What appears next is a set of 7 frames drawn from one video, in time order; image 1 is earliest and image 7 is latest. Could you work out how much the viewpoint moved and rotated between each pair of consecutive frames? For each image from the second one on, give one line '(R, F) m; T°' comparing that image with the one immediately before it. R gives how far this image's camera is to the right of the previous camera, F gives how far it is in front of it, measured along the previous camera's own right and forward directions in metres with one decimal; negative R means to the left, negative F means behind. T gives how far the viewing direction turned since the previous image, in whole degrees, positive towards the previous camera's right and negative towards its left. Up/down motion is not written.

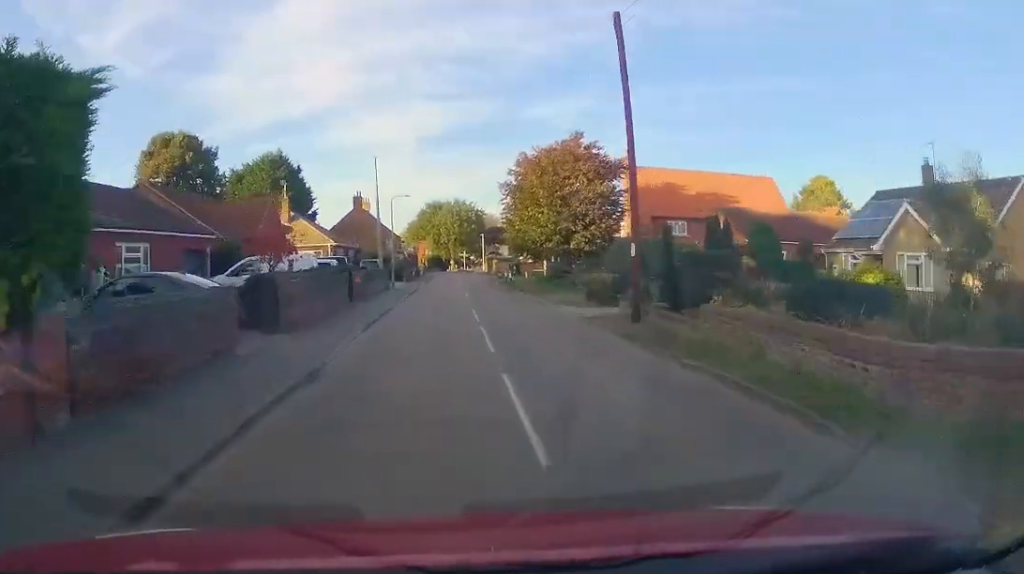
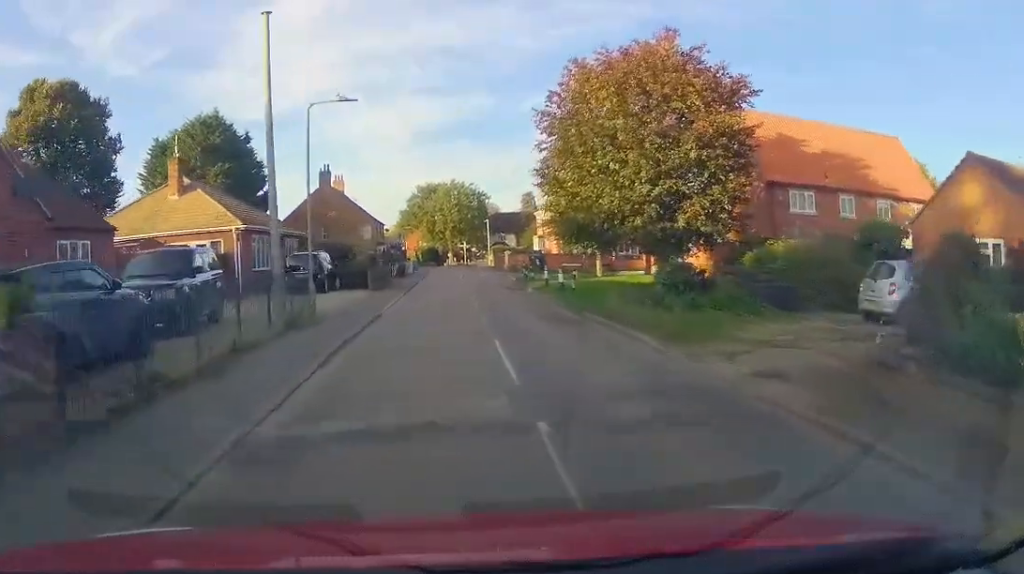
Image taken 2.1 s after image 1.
(+0.4, +20.4) m; +1°
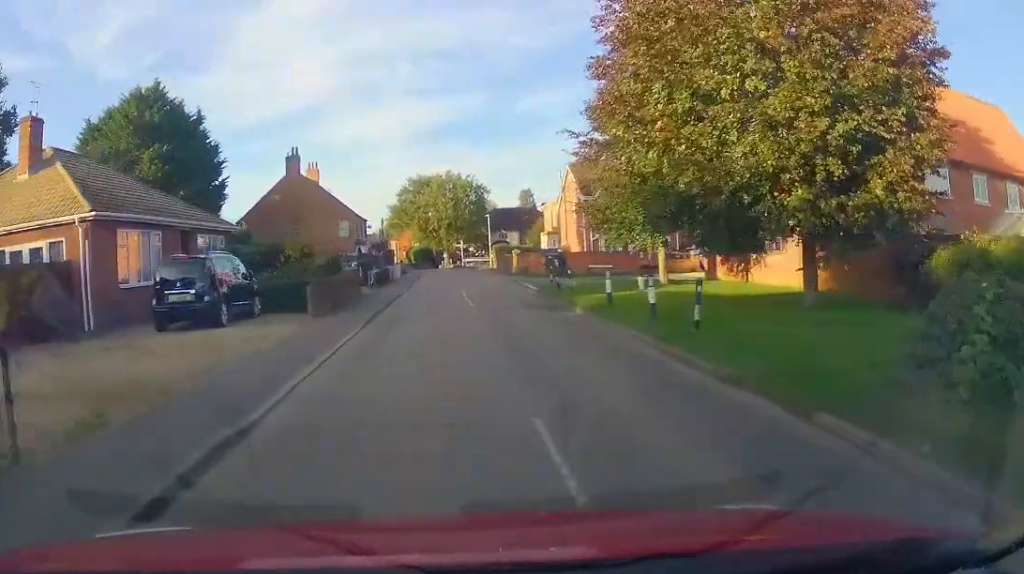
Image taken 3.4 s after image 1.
(0.0, +12.1) m; 0°
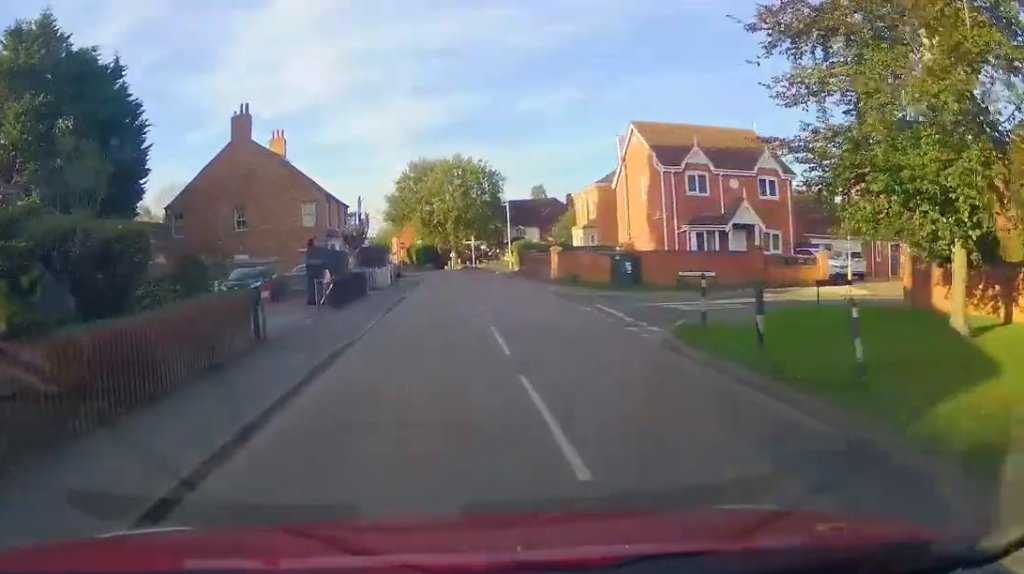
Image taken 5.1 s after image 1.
(-0.1, +16.1) m; 0°
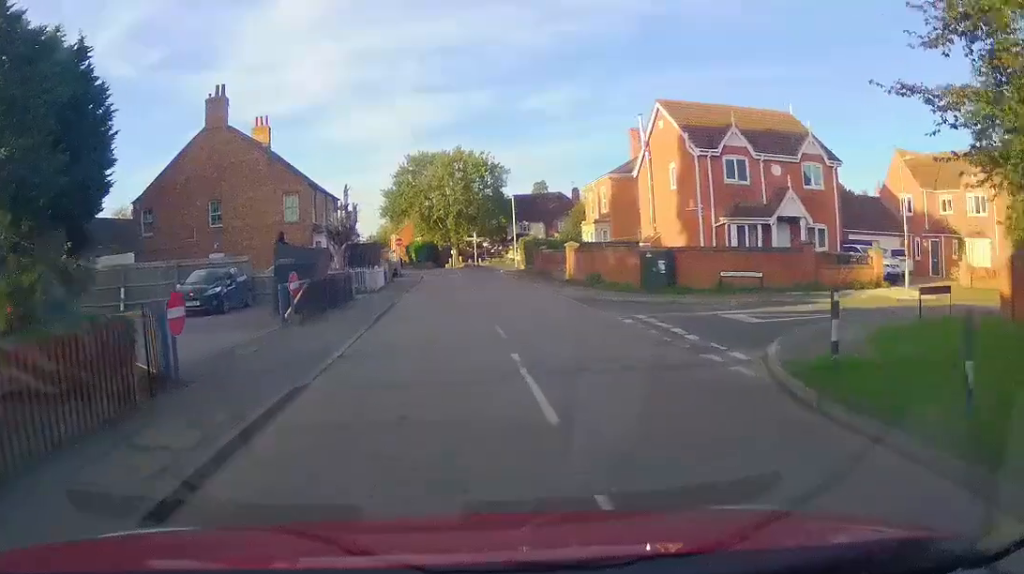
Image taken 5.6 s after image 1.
(0.0, +4.6) m; 0°
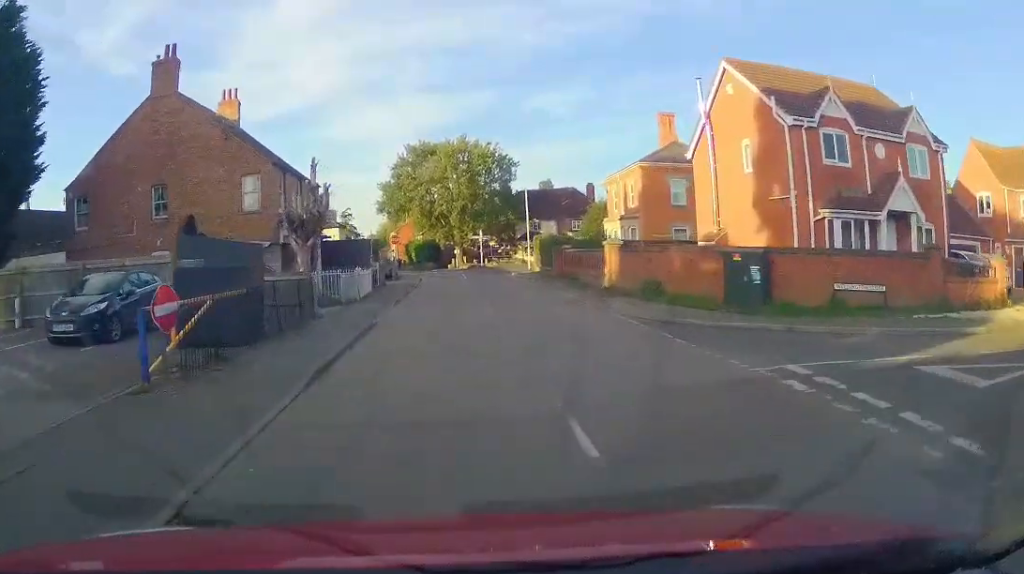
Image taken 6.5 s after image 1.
(0.0, +8.0) m; 0°
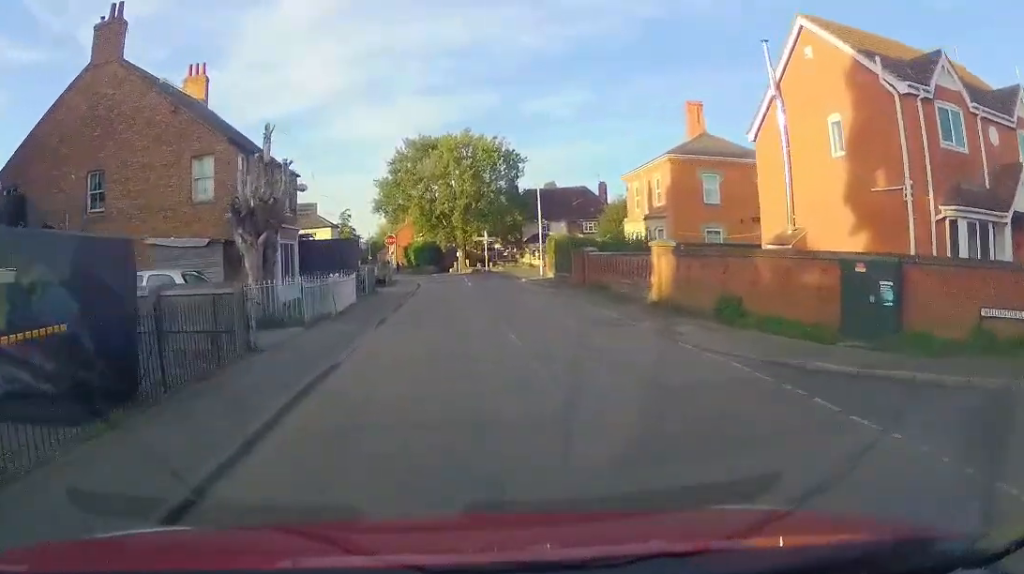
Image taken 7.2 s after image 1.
(0.0, +6.1) m; -1°
